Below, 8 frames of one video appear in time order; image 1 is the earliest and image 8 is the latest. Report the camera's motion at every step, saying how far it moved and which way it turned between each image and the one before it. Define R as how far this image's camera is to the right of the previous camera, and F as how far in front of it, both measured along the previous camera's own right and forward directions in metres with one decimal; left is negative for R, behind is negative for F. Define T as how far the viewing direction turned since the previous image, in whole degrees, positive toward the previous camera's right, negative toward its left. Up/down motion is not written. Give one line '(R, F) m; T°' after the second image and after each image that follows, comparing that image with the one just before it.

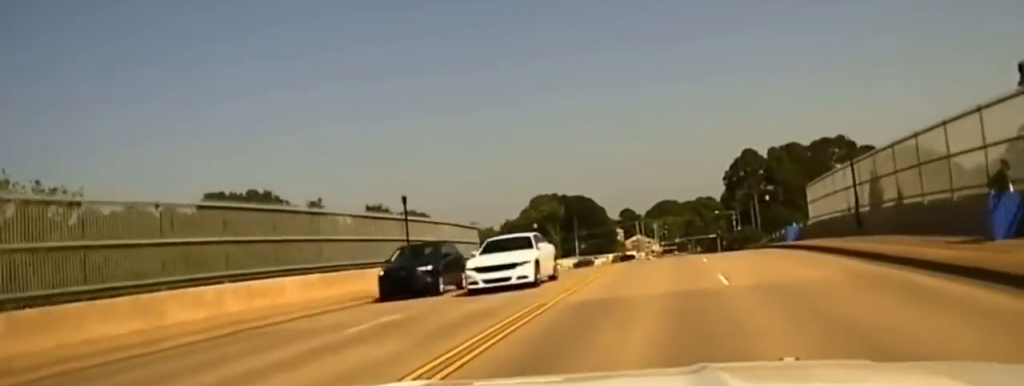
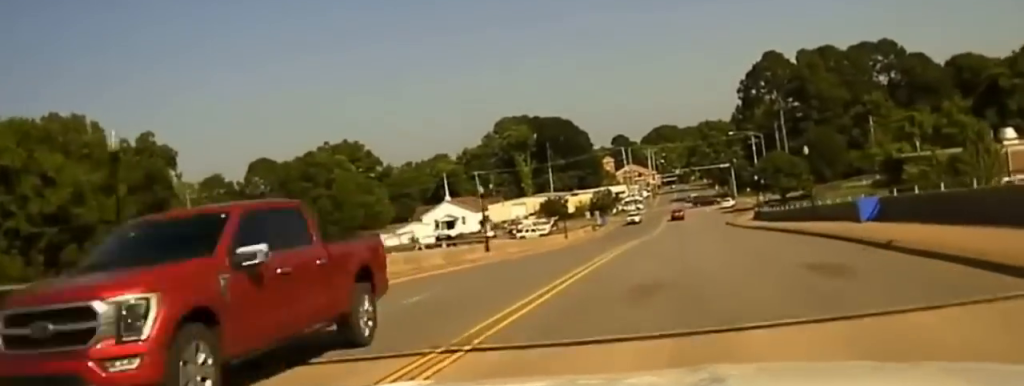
(-0.1, +68.0) m; -1°
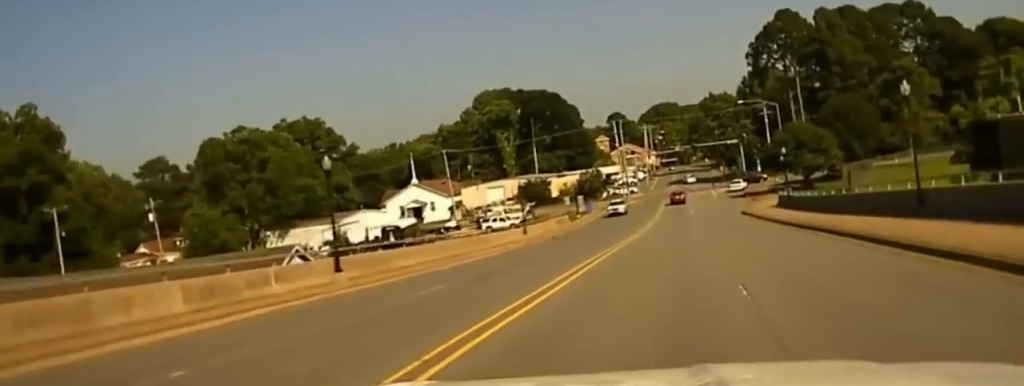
(0.0, +27.7) m; 0°
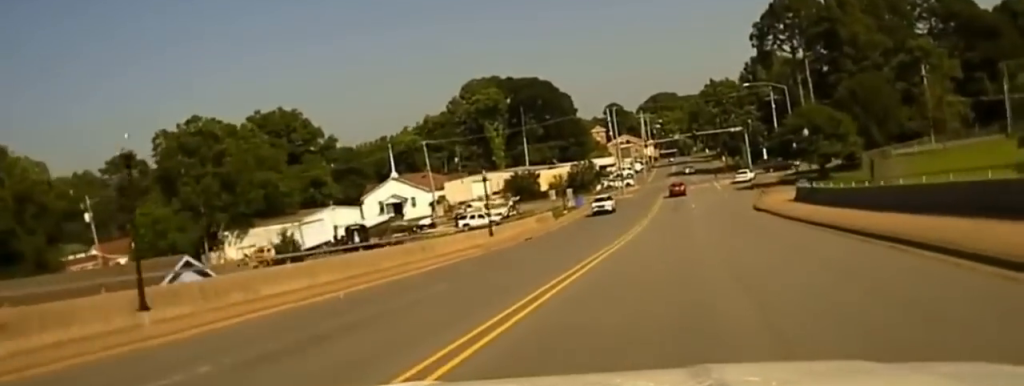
(0.0, +11.7) m; 0°
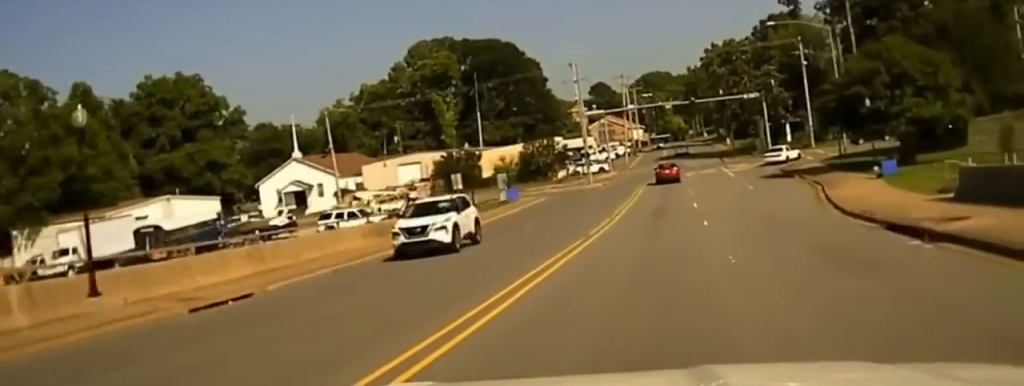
(+0.2, +34.2) m; 0°
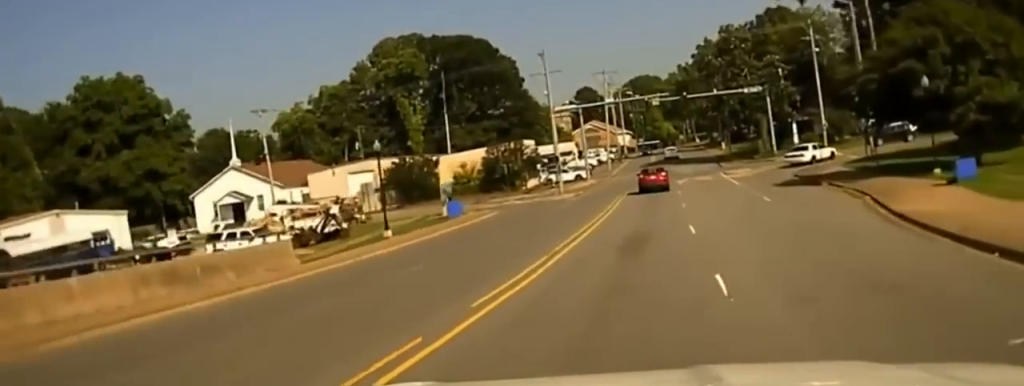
(-0.1, +11.7) m; 0°
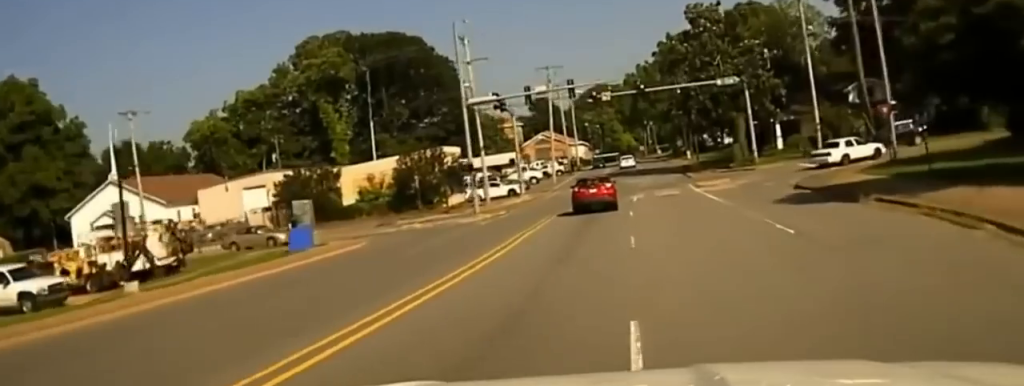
(-0.1, +14.0) m; 0°
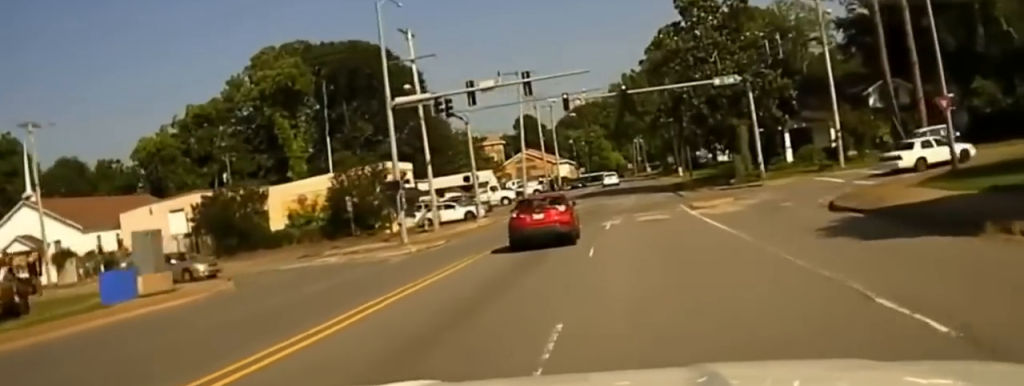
(0.0, +9.7) m; 0°
